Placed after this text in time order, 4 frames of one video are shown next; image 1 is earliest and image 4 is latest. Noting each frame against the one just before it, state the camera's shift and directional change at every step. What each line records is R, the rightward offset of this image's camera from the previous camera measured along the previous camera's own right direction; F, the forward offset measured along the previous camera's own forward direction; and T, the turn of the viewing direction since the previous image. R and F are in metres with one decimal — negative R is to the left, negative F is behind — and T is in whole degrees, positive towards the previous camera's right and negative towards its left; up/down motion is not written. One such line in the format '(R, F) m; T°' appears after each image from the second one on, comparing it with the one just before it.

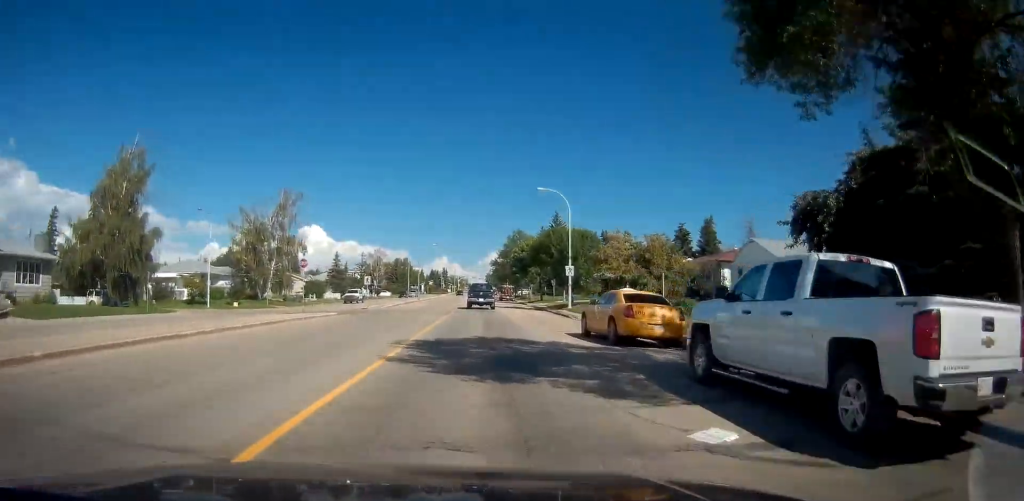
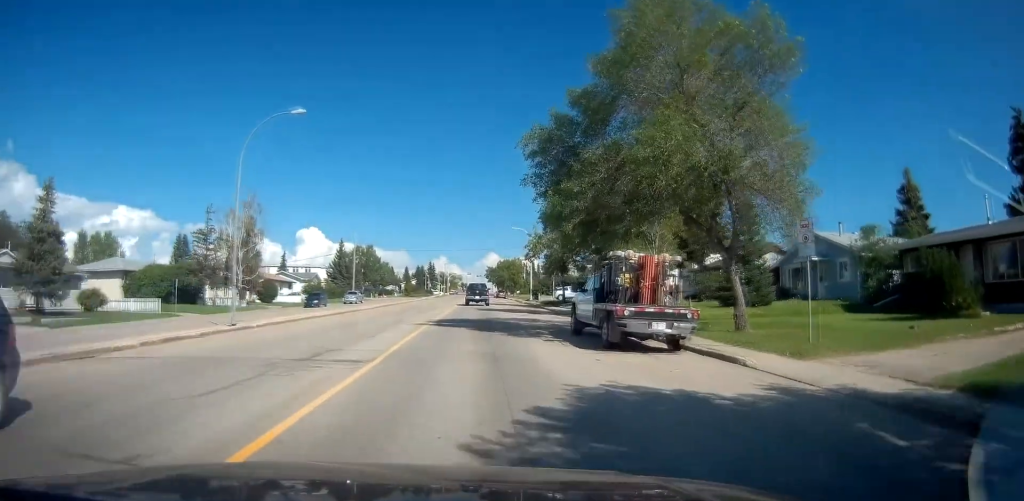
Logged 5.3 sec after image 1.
(+1.3, +75.0) m; +1°
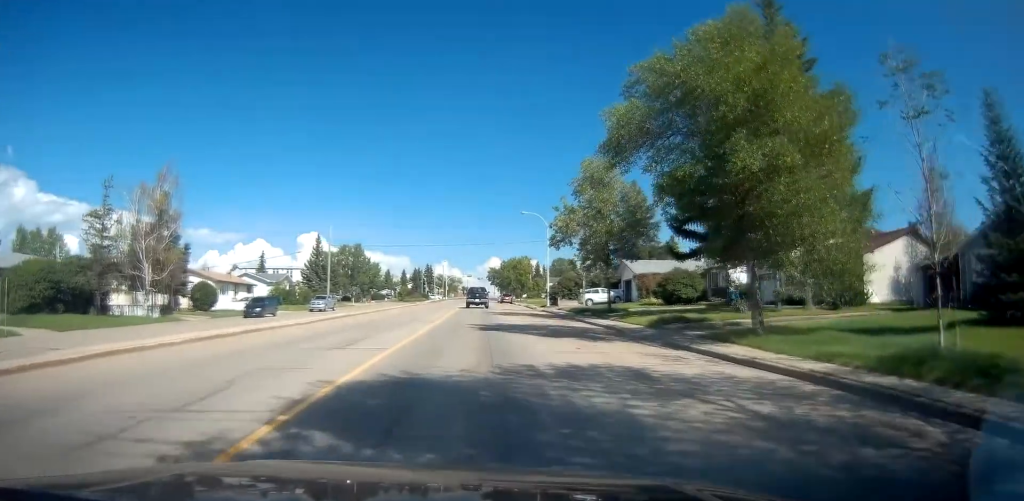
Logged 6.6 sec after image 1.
(0.0, +17.6) m; 0°
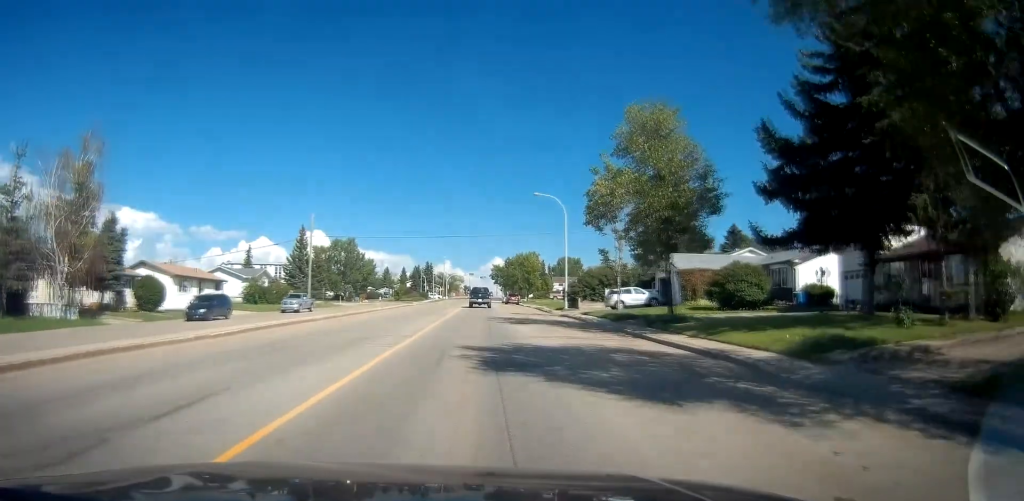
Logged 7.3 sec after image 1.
(0.0, +10.5) m; 0°
